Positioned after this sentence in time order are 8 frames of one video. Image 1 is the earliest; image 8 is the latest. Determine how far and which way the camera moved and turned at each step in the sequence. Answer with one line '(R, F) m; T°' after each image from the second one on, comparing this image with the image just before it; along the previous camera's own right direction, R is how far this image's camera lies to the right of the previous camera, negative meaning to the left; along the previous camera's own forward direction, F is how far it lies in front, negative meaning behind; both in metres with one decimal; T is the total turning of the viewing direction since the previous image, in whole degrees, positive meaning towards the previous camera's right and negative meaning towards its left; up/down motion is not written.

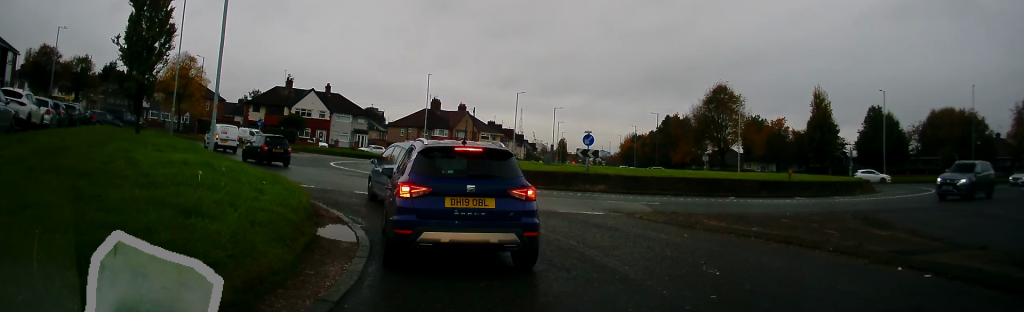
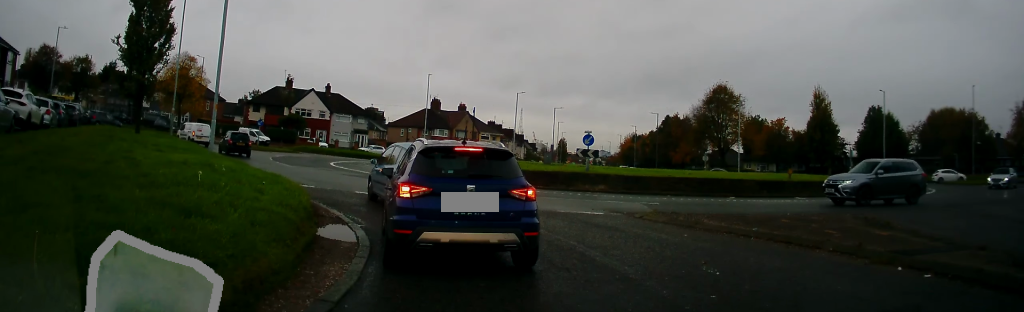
(0.0, 0.0) m; 0°
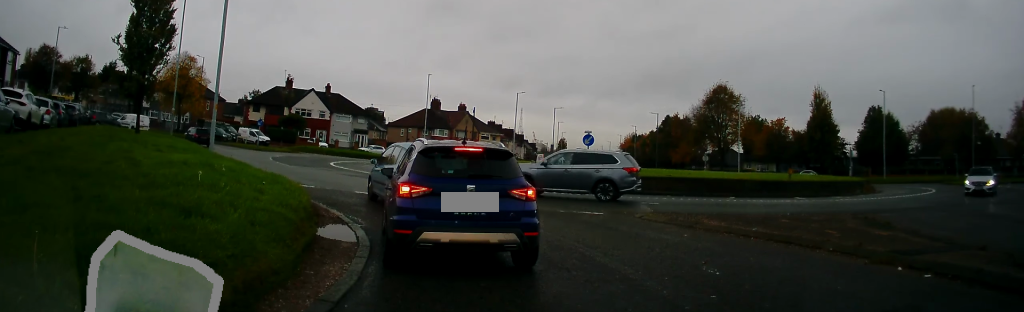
(0.0, 0.0) m; 0°
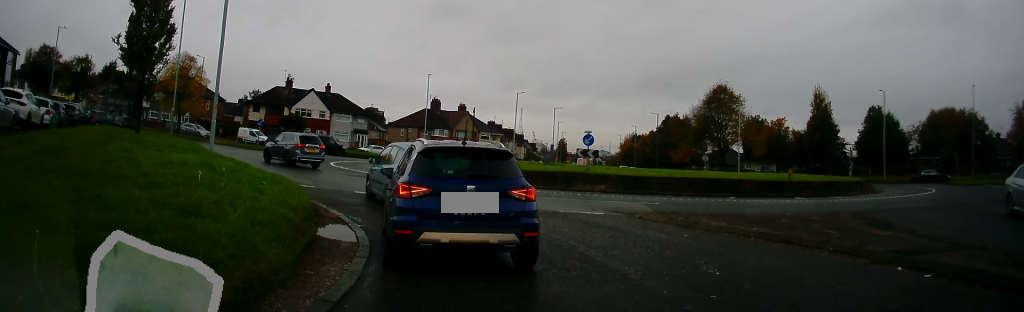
(0.0, 0.0) m; 0°
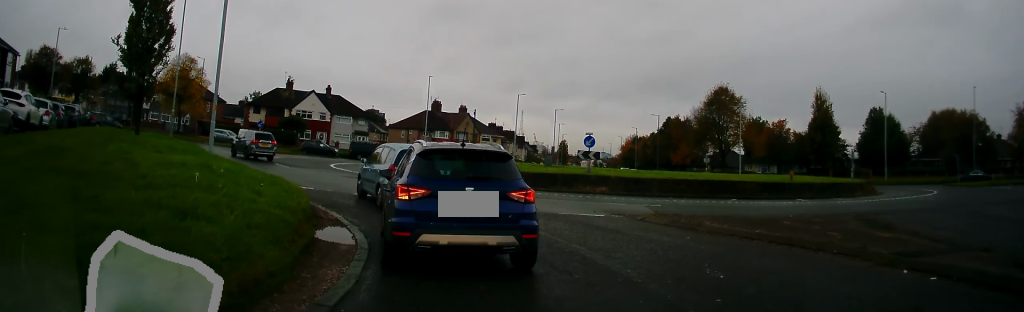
(0.0, 0.0) m; 0°
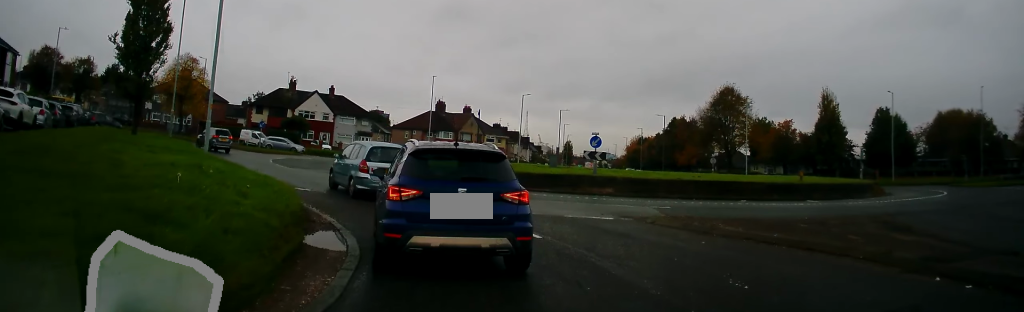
(0.0, +0.4) m; 0°
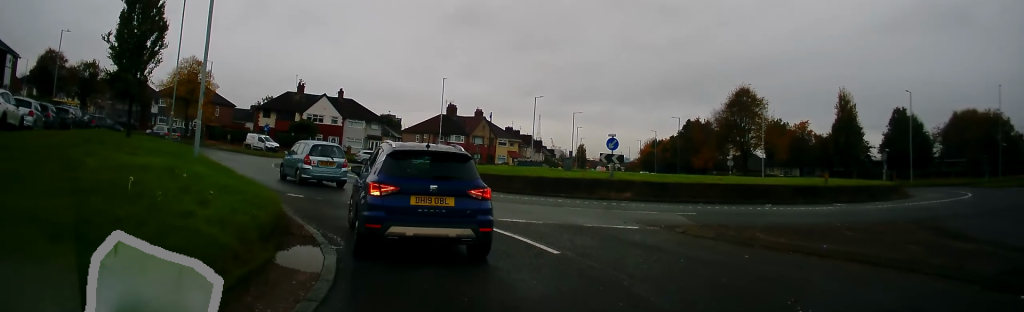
(0.0, +1.3) m; 0°
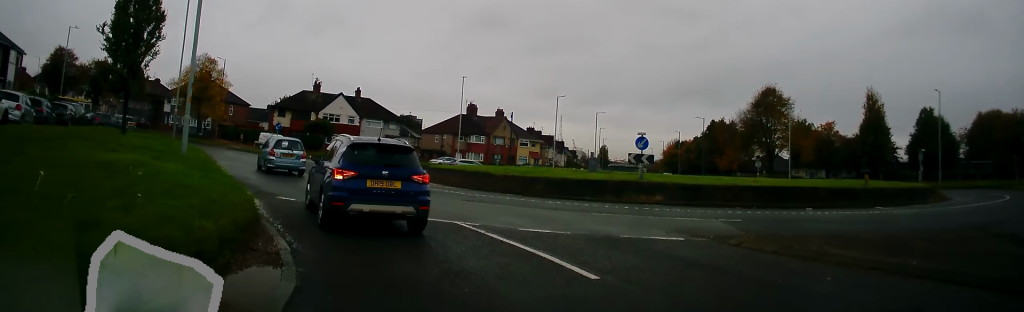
(0.0, +1.7) m; -1°
